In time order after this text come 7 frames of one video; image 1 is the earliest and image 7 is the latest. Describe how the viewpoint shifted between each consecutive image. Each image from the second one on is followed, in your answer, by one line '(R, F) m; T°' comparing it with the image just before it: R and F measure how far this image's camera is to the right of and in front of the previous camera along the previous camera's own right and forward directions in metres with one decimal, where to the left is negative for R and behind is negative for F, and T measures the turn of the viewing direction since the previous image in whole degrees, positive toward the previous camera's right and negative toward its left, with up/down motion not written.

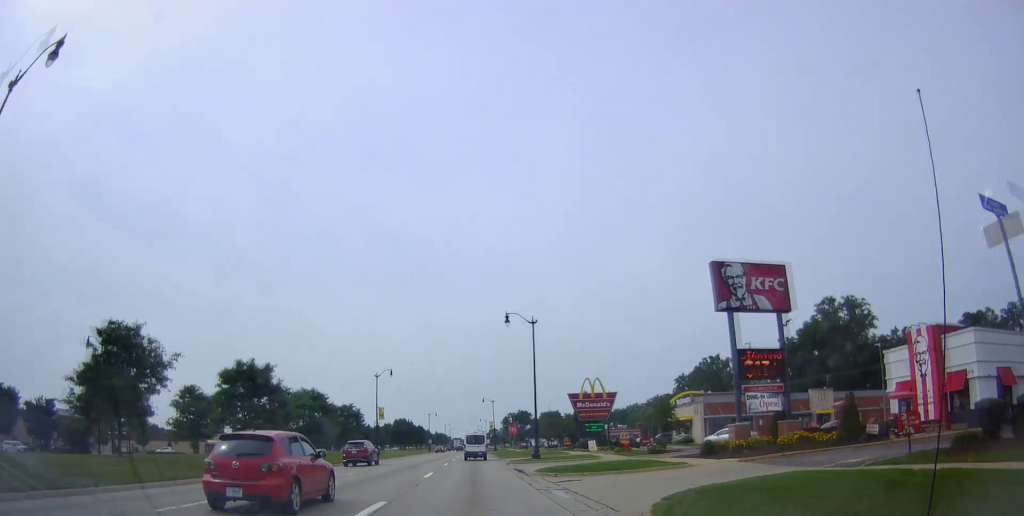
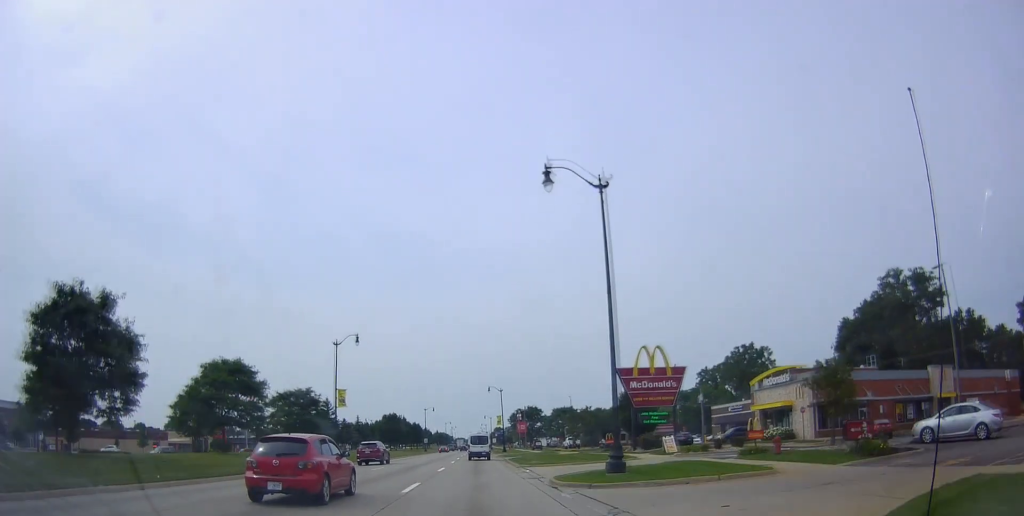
(-0.4, +23.5) m; 0°
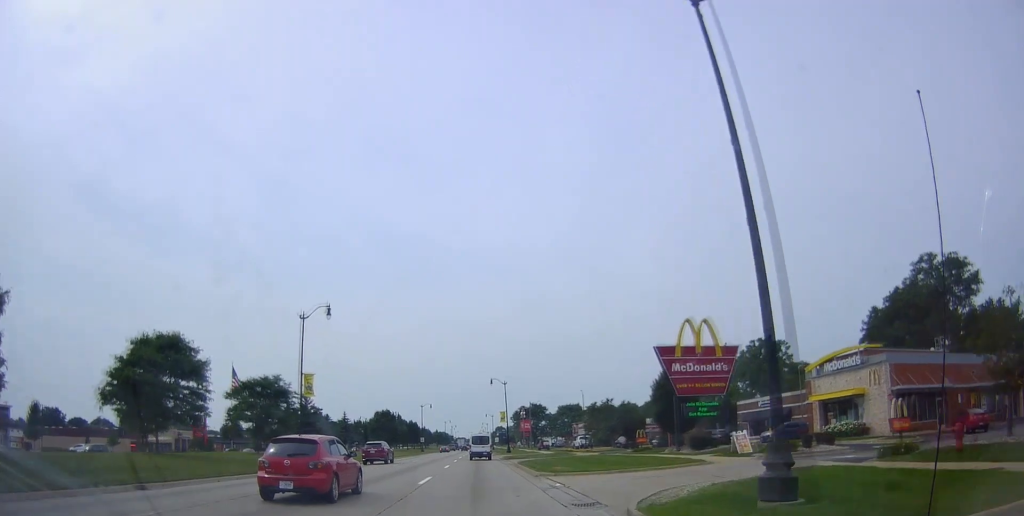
(+0.3, +10.5) m; +1°
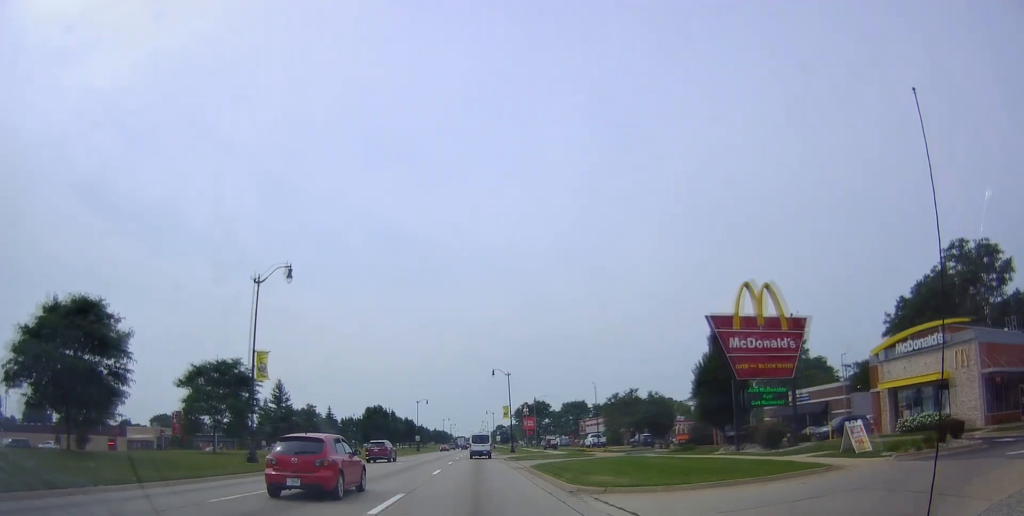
(-0.1, +9.3) m; 0°
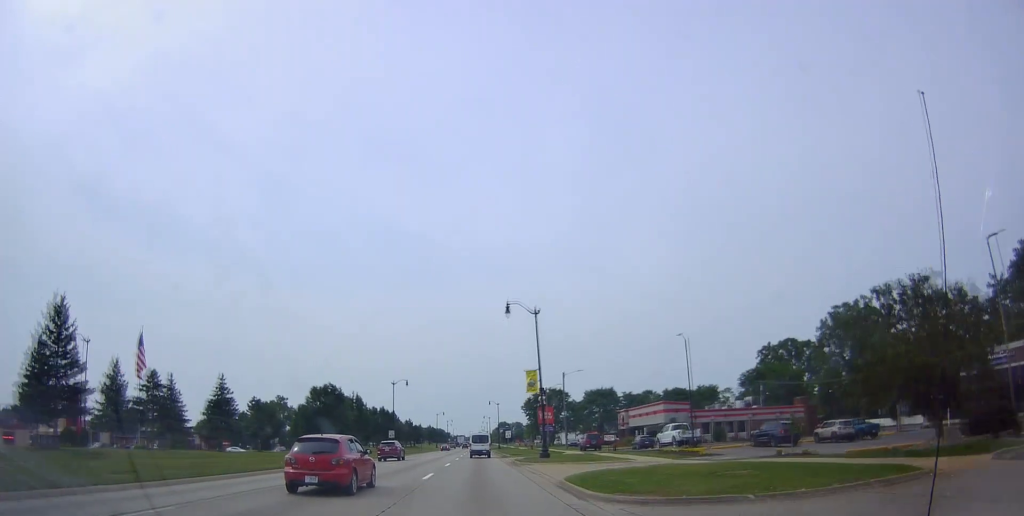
(0.0, +35.0) m; -1°
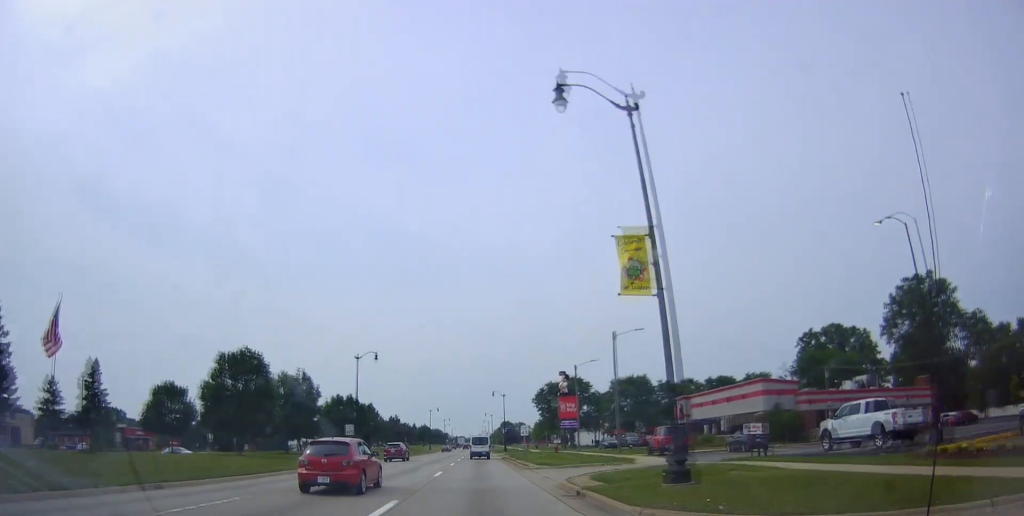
(-0.3, +26.4) m; +1°
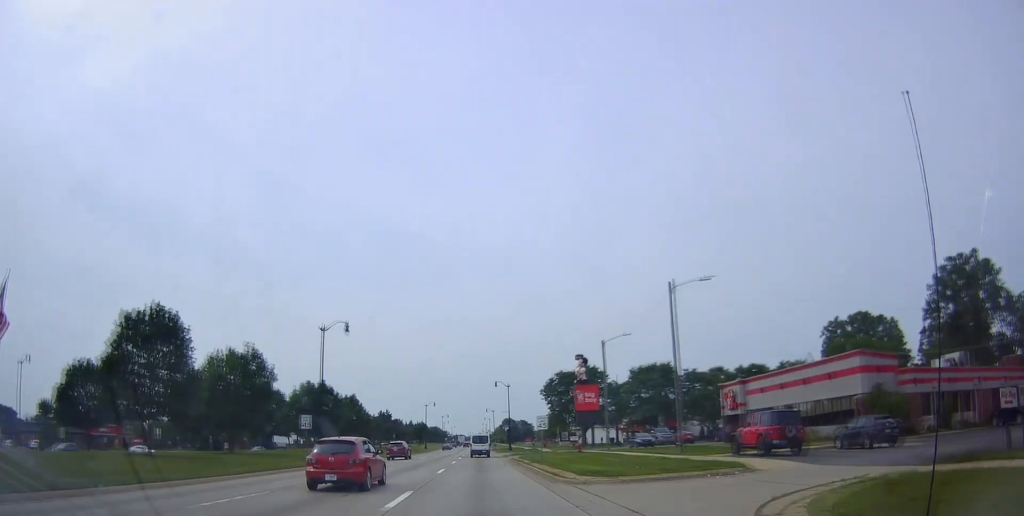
(+0.3, +13.8) m; +1°
